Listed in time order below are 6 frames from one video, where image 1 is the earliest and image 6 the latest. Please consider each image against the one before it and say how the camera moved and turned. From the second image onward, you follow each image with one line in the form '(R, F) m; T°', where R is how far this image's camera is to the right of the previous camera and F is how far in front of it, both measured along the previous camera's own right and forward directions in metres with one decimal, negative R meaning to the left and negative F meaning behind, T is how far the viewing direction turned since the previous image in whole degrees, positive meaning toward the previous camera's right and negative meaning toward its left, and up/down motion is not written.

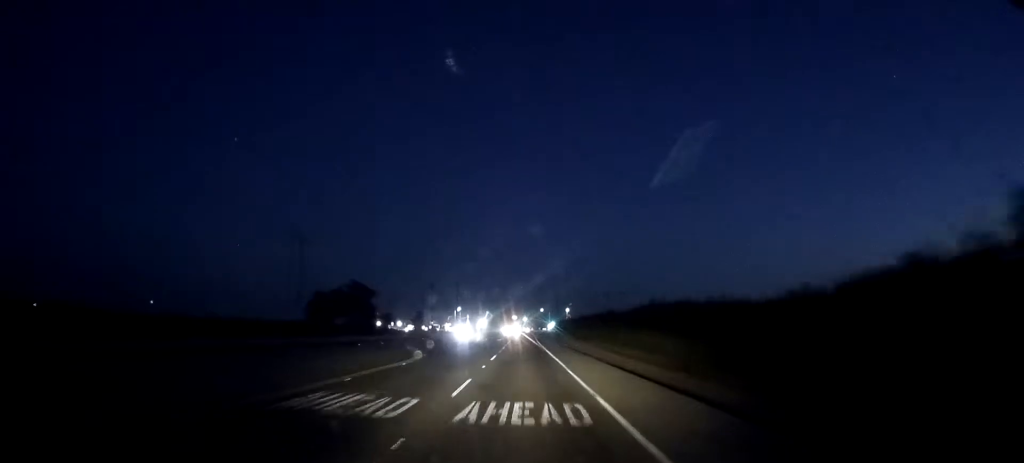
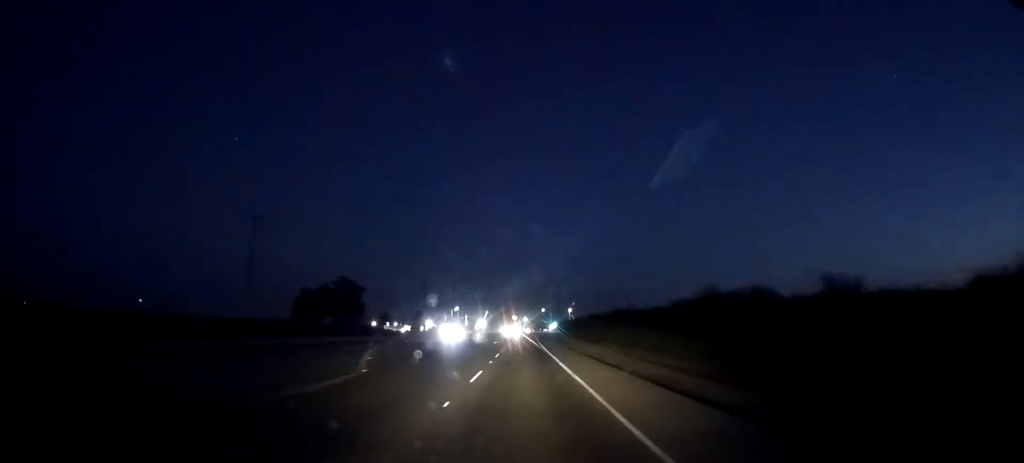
(+0.3, +11.0) m; +1°
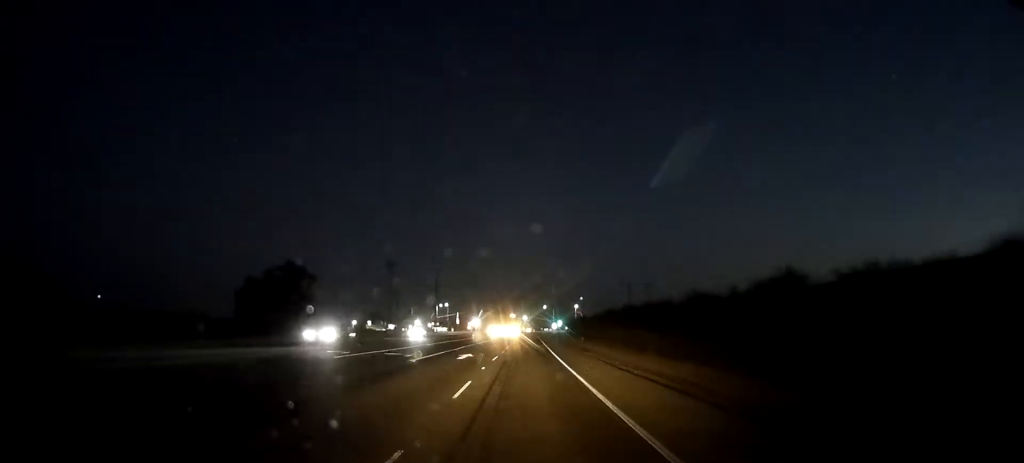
(+0.3, +33.7) m; +1°
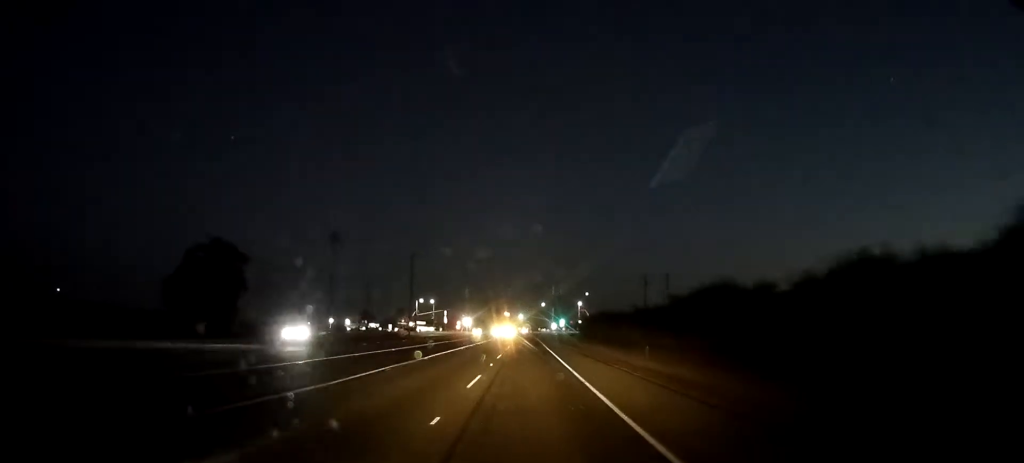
(0.0, +27.1) m; 0°
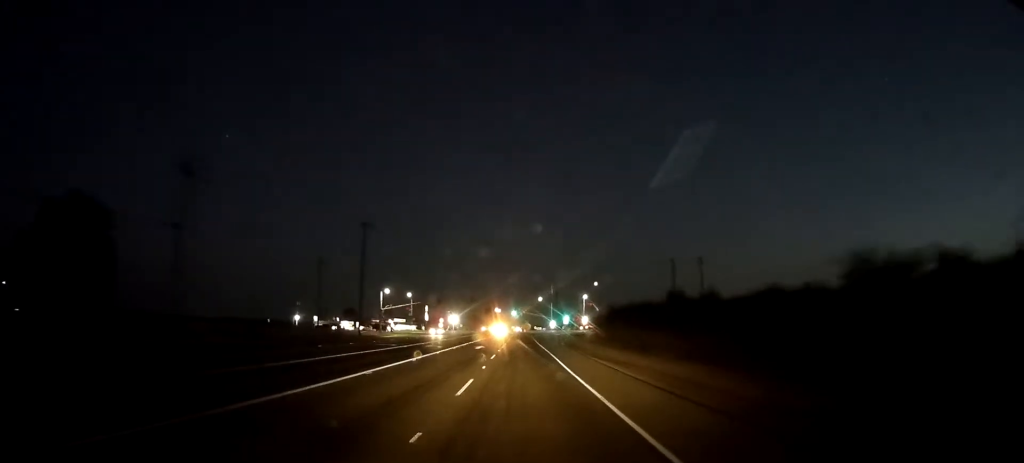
(0.0, +31.4) m; 0°
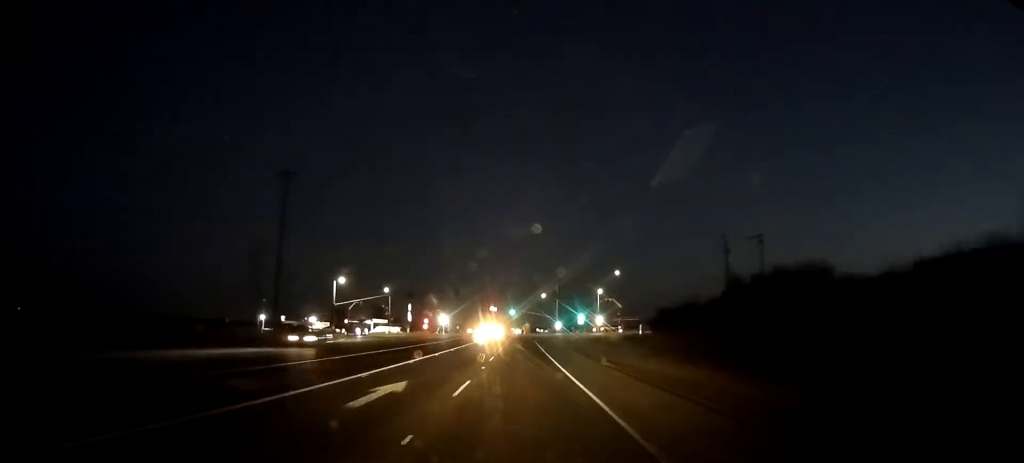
(0.0, +29.5) m; +2°
